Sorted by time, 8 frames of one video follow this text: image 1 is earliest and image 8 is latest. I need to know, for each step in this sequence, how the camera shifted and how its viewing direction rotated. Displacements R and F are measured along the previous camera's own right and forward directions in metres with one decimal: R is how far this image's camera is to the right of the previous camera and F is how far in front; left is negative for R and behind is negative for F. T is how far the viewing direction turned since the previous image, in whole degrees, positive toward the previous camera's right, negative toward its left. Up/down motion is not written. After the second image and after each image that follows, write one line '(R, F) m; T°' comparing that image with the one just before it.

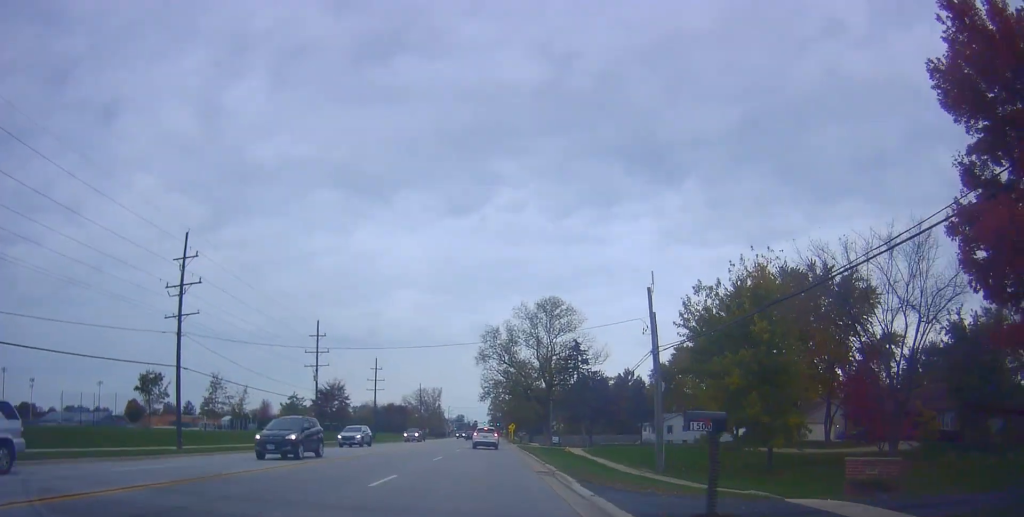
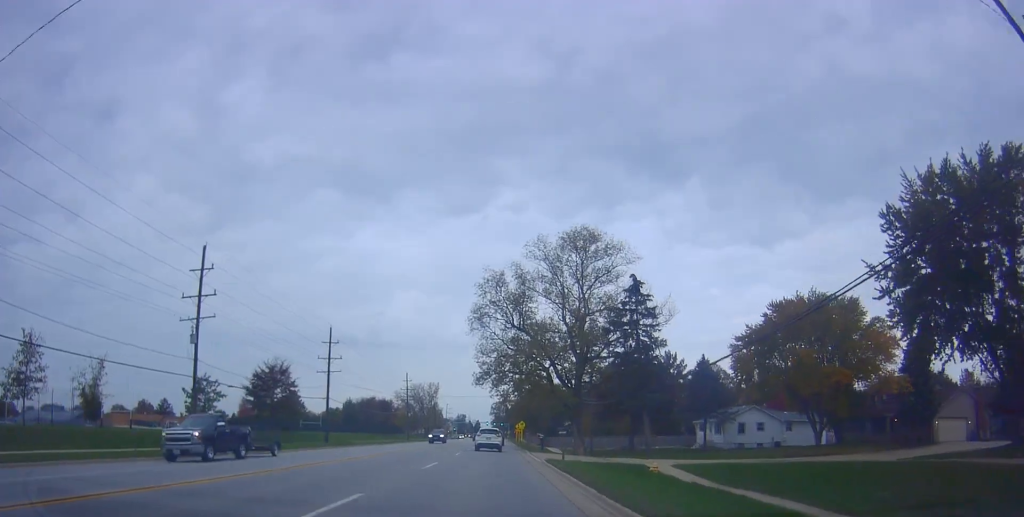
(-0.6, +28.9) m; -1°
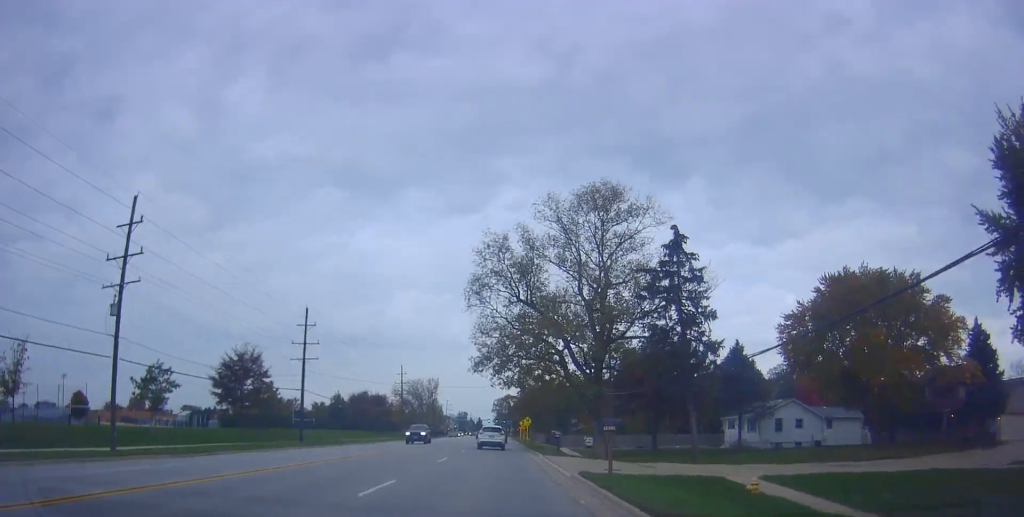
(+0.3, +9.7) m; 0°
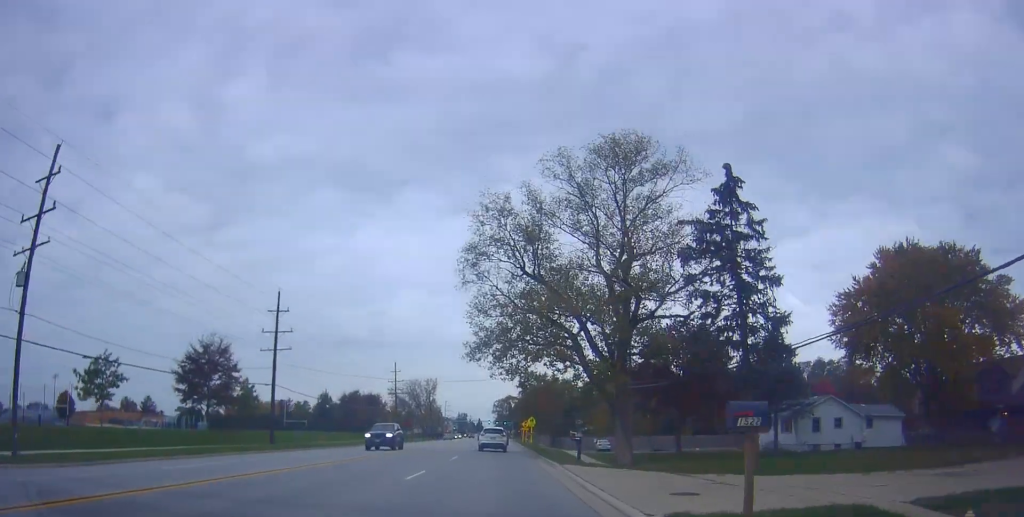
(0.0, +8.2) m; 0°
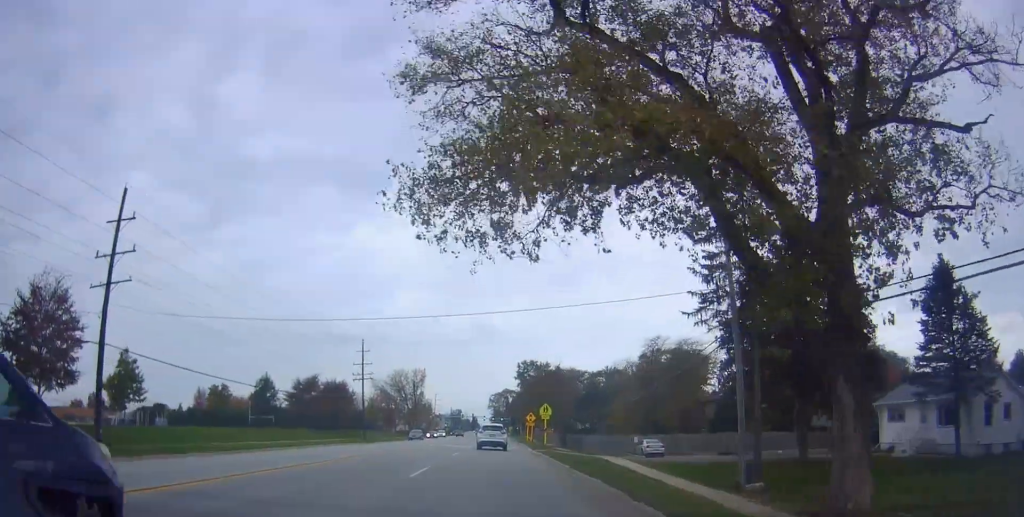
(-0.6, +24.6) m; 0°
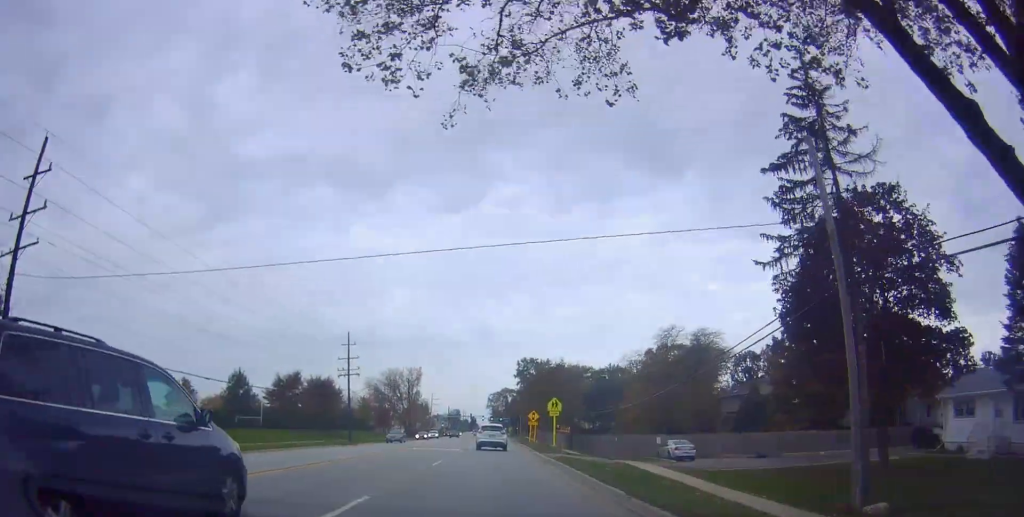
(-0.1, +7.9) m; +1°
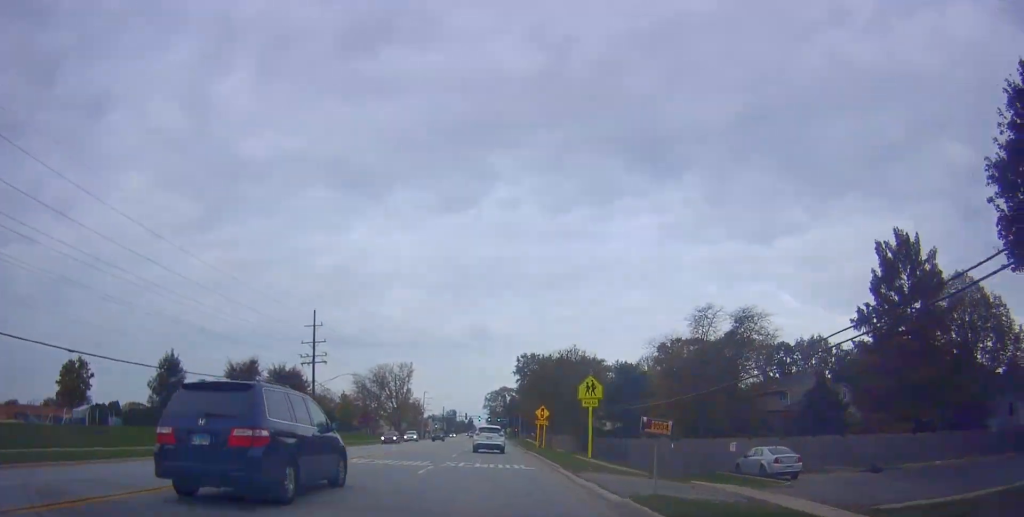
(+0.4, +15.1) m; +1°
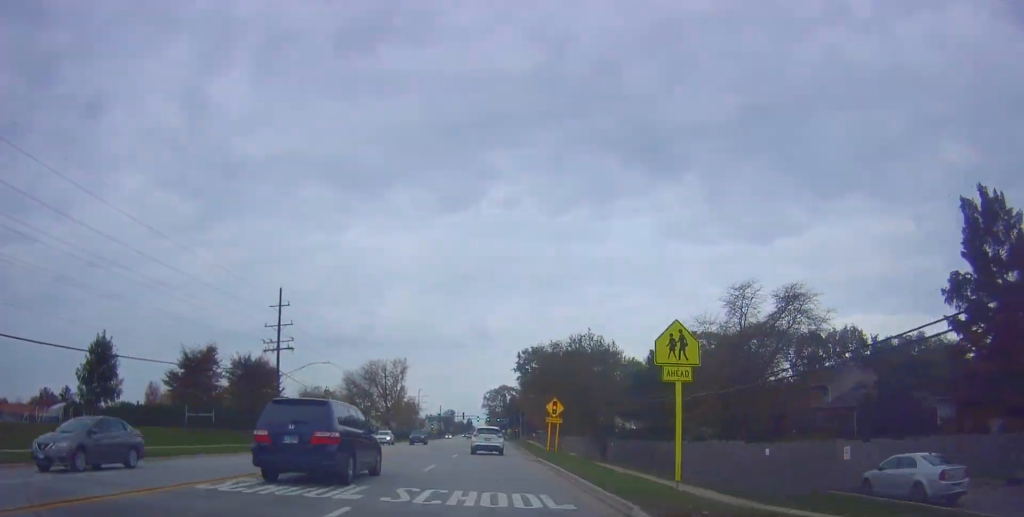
(+0.1, +11.1) m; 0°
